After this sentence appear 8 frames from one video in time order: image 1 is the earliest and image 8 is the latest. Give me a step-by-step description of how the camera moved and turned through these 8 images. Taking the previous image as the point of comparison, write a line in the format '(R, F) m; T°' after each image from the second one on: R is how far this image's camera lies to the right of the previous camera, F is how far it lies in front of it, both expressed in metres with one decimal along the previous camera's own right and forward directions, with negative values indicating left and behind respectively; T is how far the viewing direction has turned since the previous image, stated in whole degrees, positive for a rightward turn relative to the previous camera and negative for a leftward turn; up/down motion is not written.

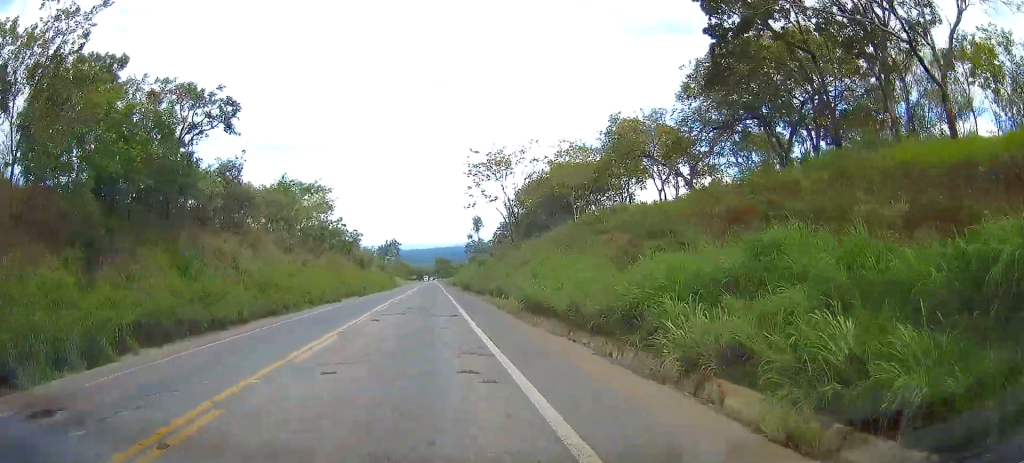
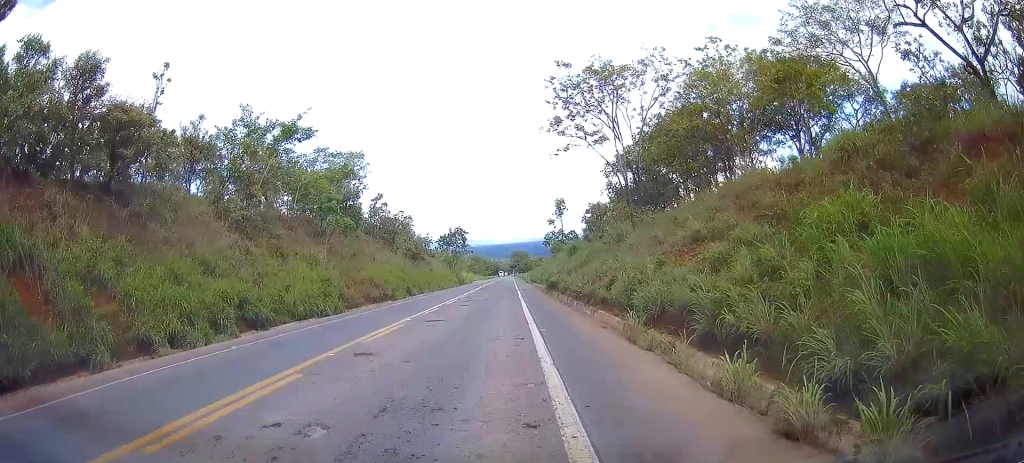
(+0.9, +20.3) m; +1°
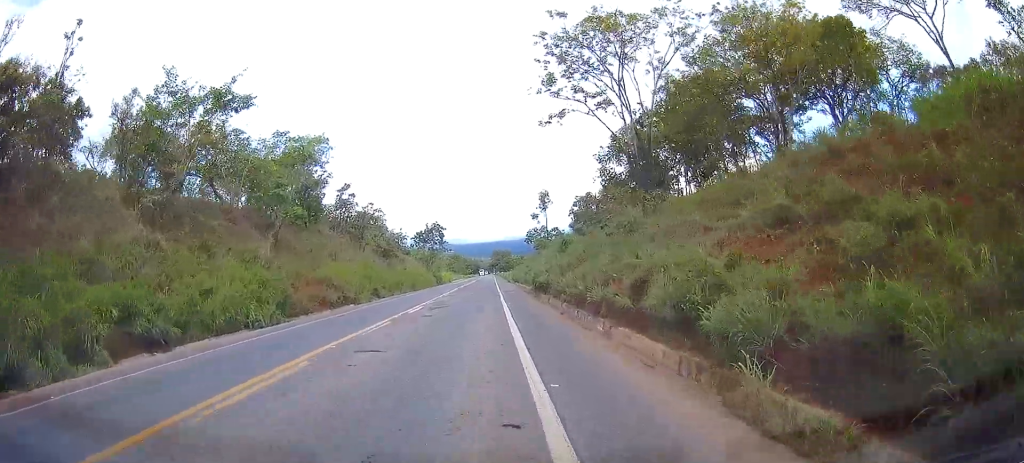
(-0.2, +6.3) m; -1°
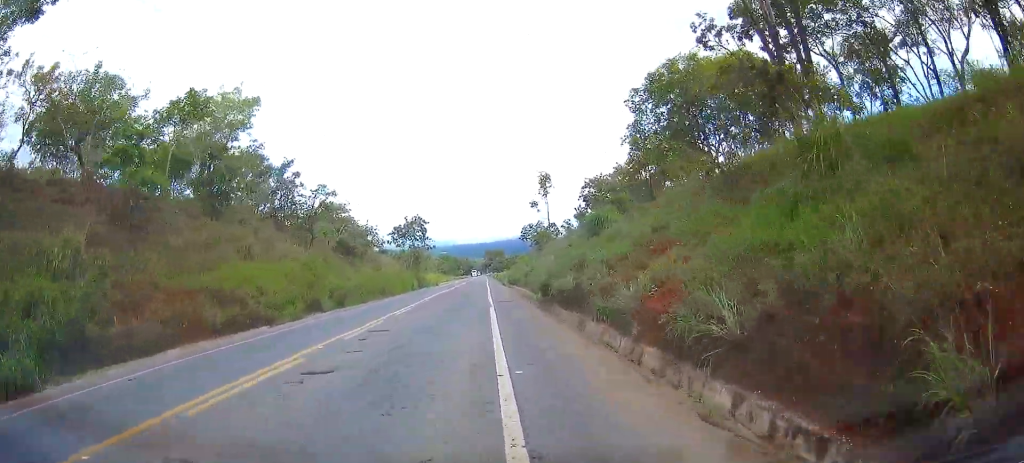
(-0.4, +14.9) m; 0°
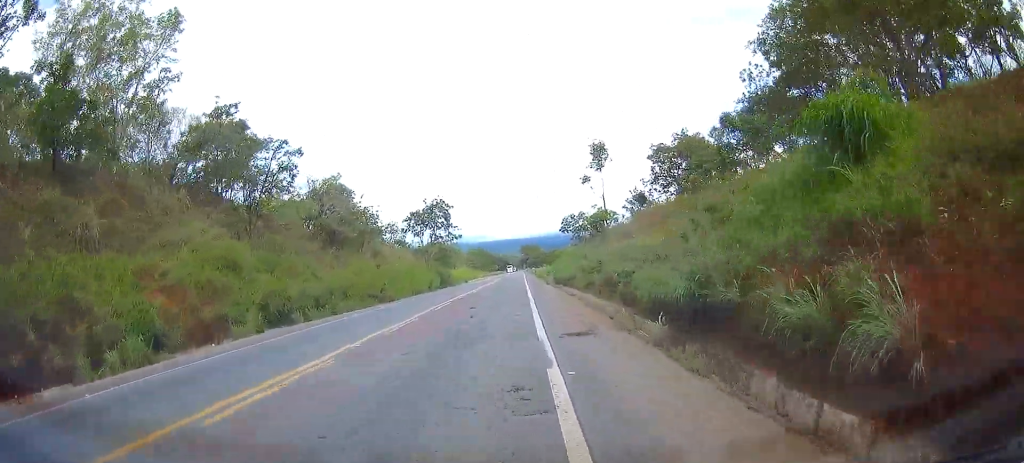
(+0.3, +16.0) m; +1°
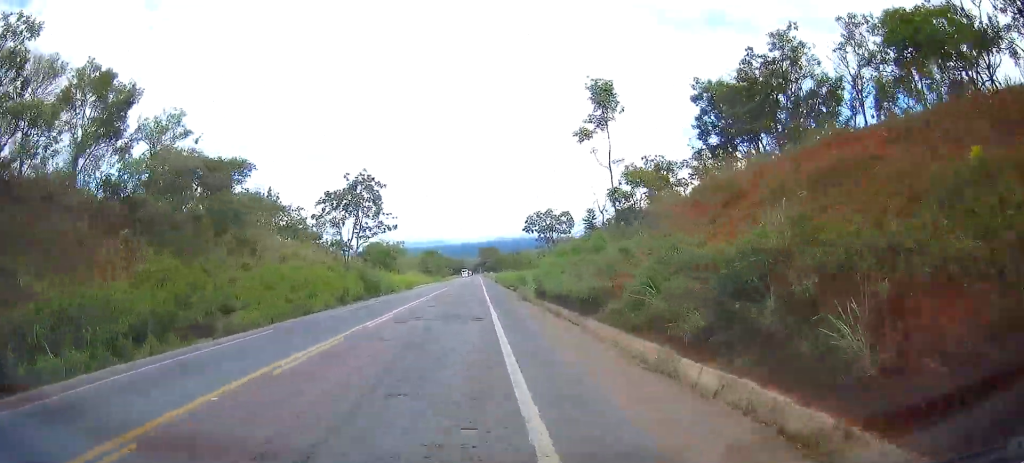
(0.0, +20.6) m; 0°
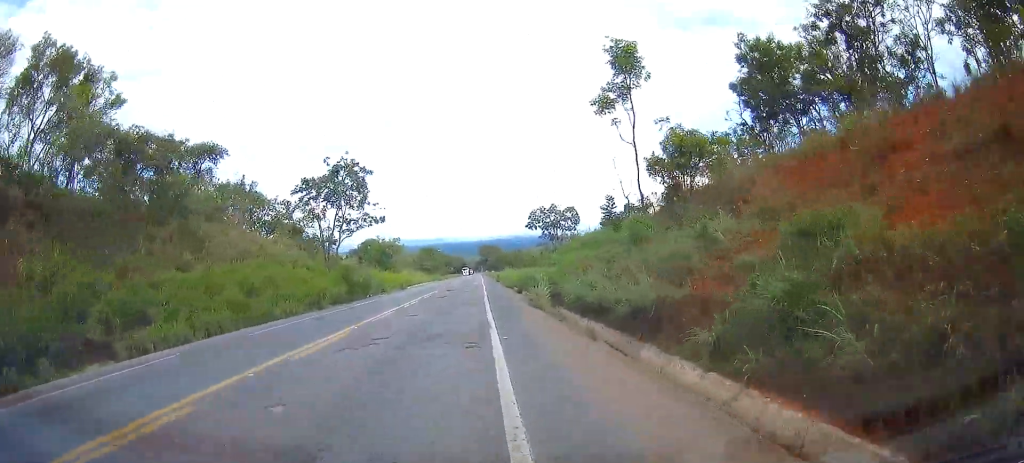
(0.0, +6.4) m; 0°
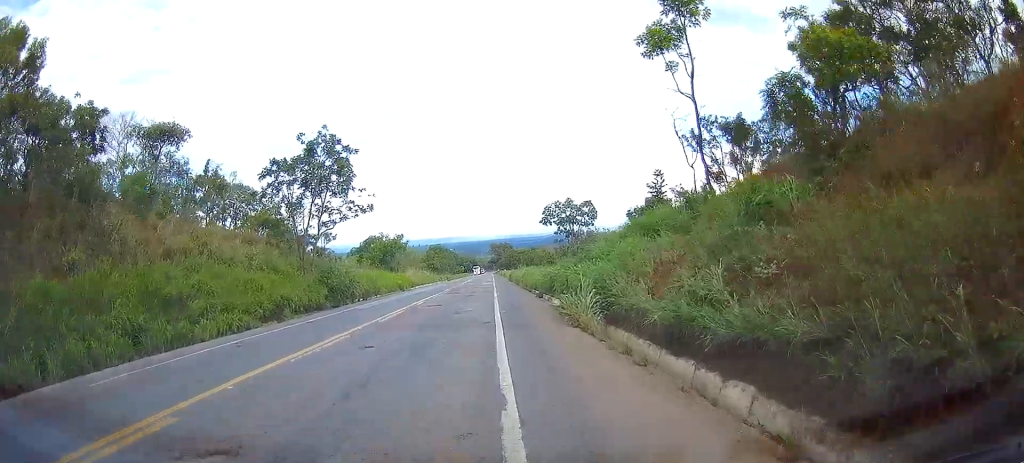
(0.0, +8.4) m; 0°
